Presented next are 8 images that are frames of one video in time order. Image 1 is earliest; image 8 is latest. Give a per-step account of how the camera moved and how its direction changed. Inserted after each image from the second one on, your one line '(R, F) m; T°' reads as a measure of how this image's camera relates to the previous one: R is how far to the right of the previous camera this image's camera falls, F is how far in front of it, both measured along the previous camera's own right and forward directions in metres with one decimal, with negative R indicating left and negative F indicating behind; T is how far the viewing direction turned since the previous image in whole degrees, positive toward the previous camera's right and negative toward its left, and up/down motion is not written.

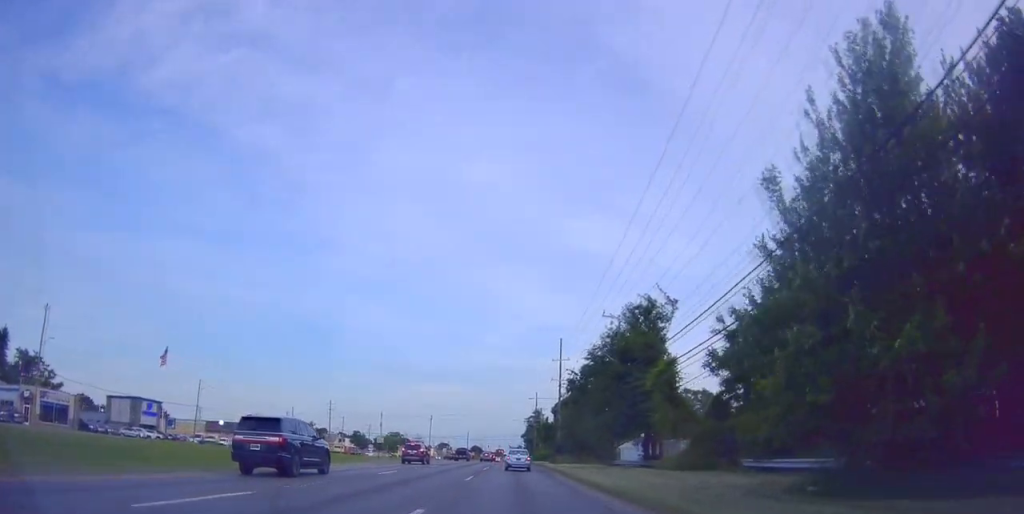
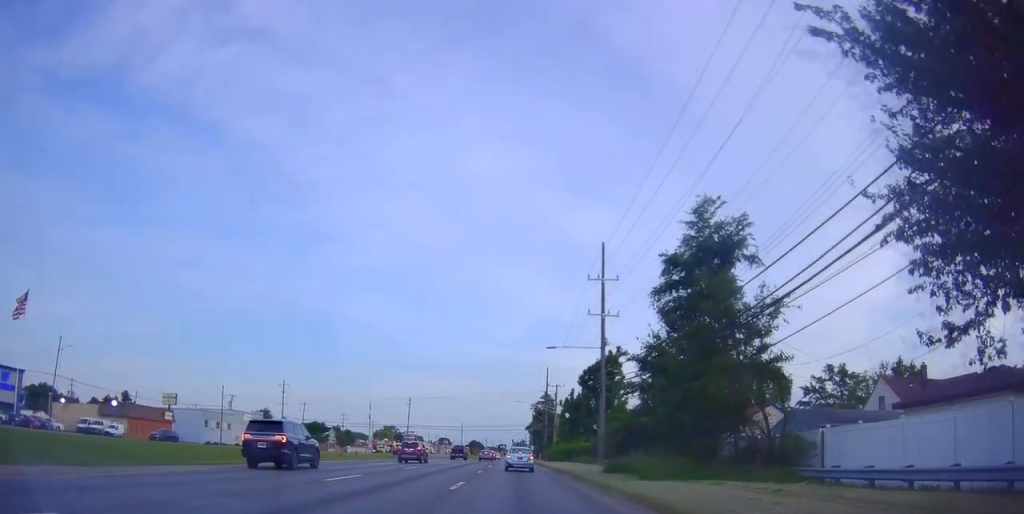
(-0.6, +38.0) m; 0°
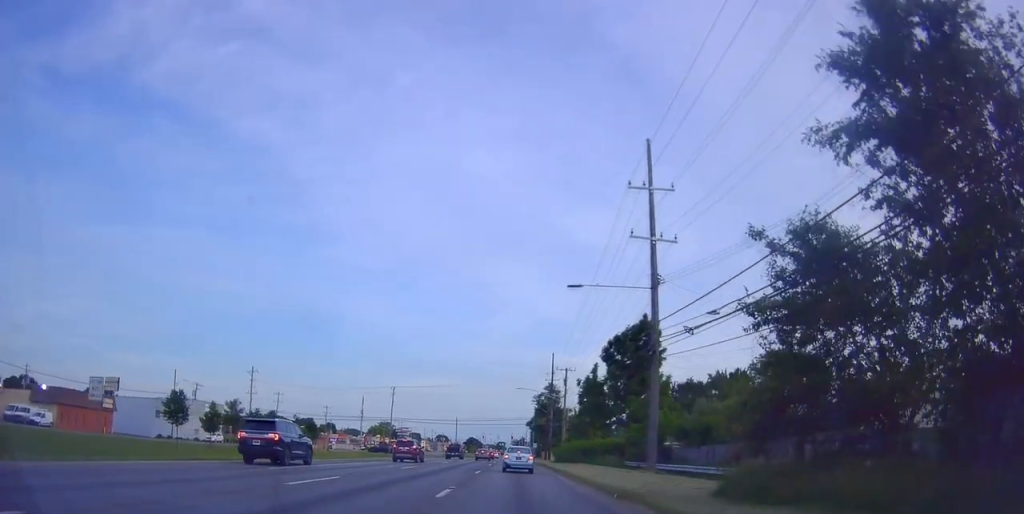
(+0.5, +17.0) m; +1°
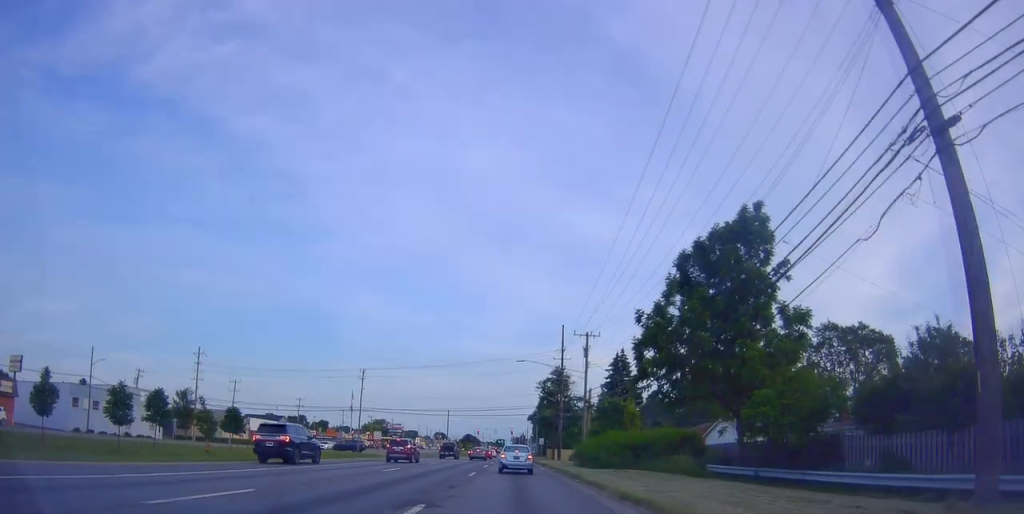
(-0.8, +22.9) m; -2°
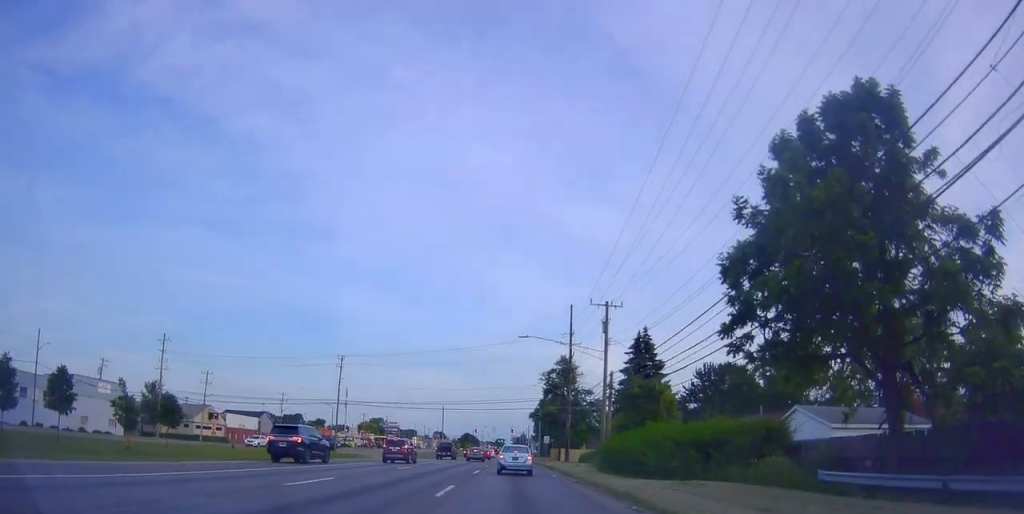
(+0.1, +12.2) m; +2°
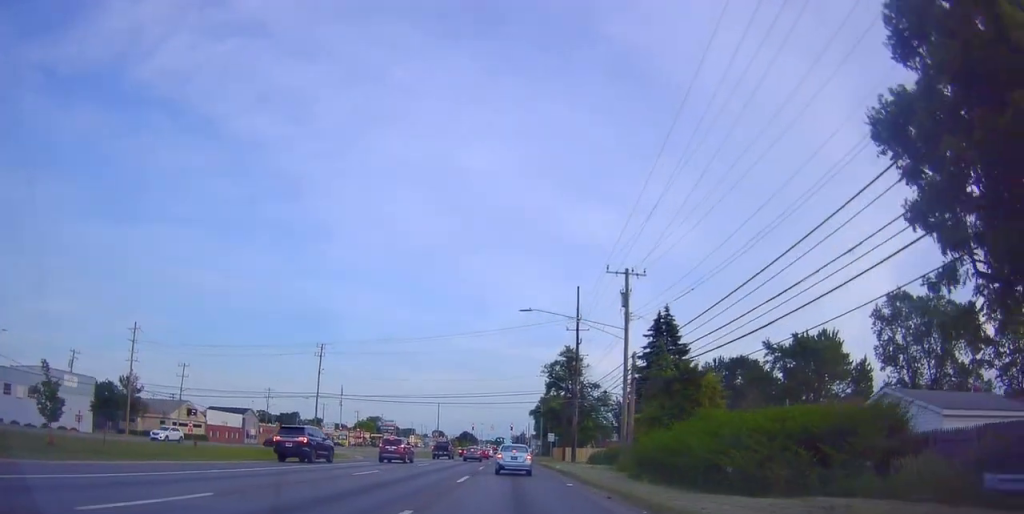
(+0.2, +8.7) m; +1°
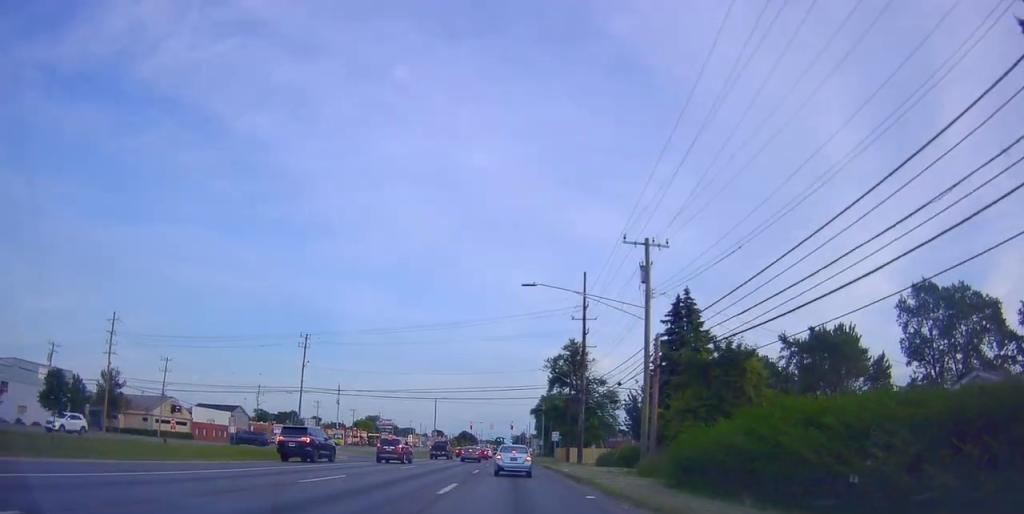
(0.0, +5.8) m; -1°
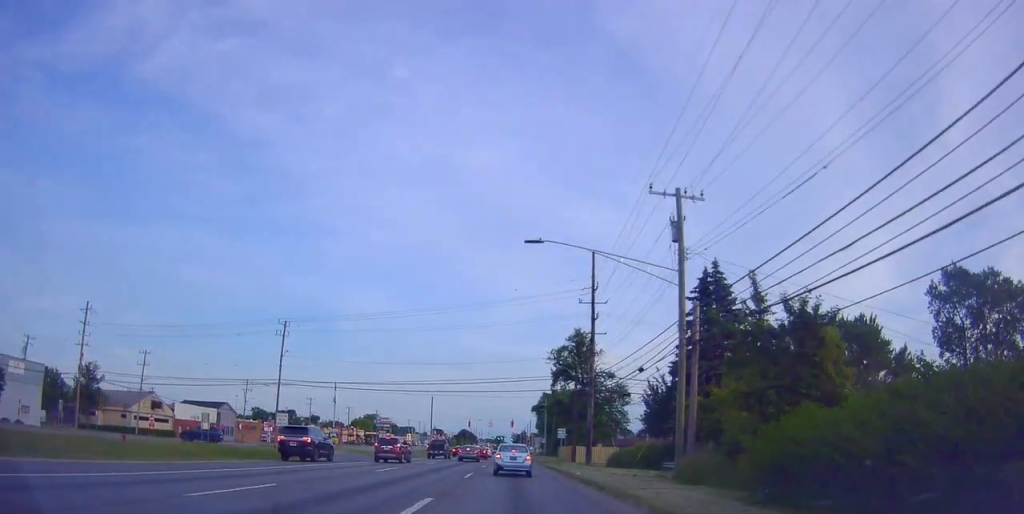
(0.0, +6.8) m; -1°
